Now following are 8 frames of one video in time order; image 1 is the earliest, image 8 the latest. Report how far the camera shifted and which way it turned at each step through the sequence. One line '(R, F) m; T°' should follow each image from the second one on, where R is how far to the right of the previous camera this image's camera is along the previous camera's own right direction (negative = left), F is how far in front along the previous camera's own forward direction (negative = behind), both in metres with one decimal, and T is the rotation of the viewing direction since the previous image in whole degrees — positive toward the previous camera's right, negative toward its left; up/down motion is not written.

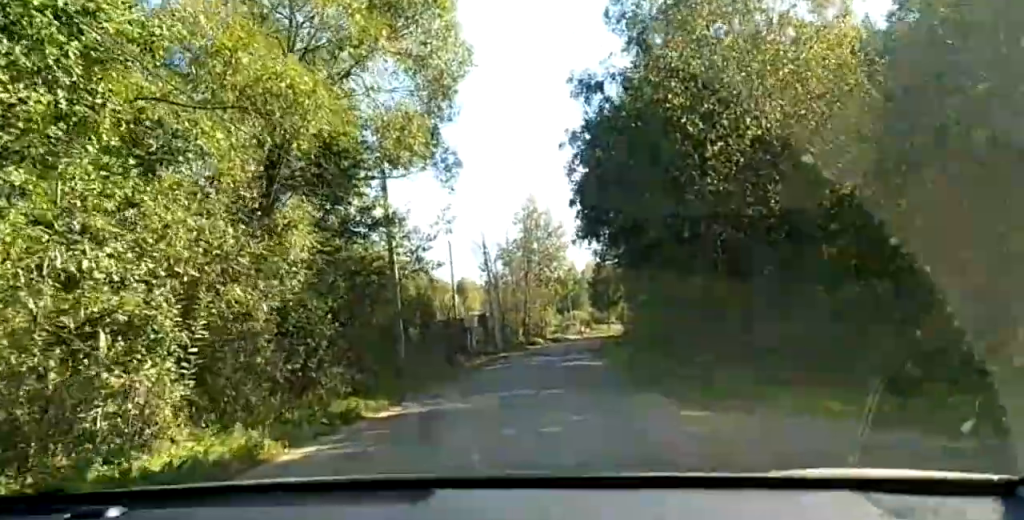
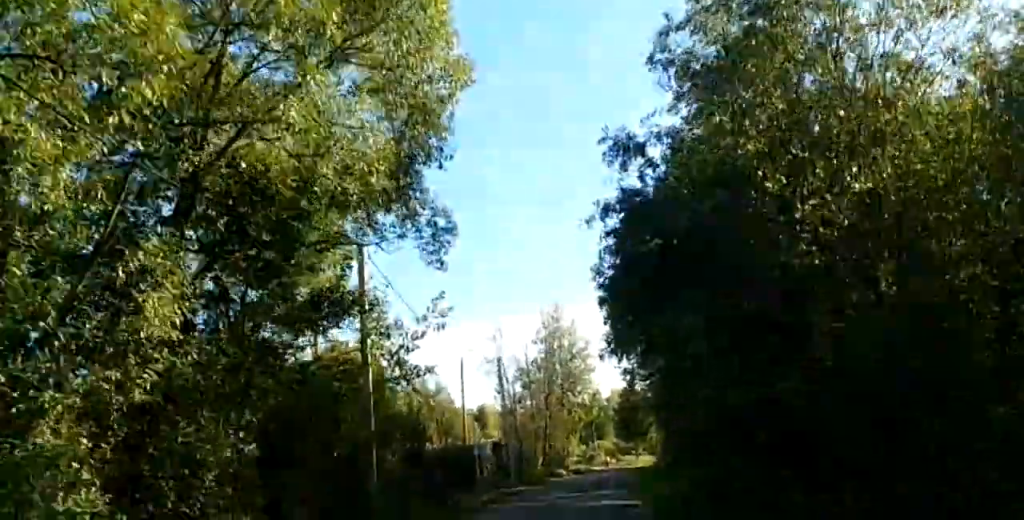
(+0.1, +8.0) m; +1°
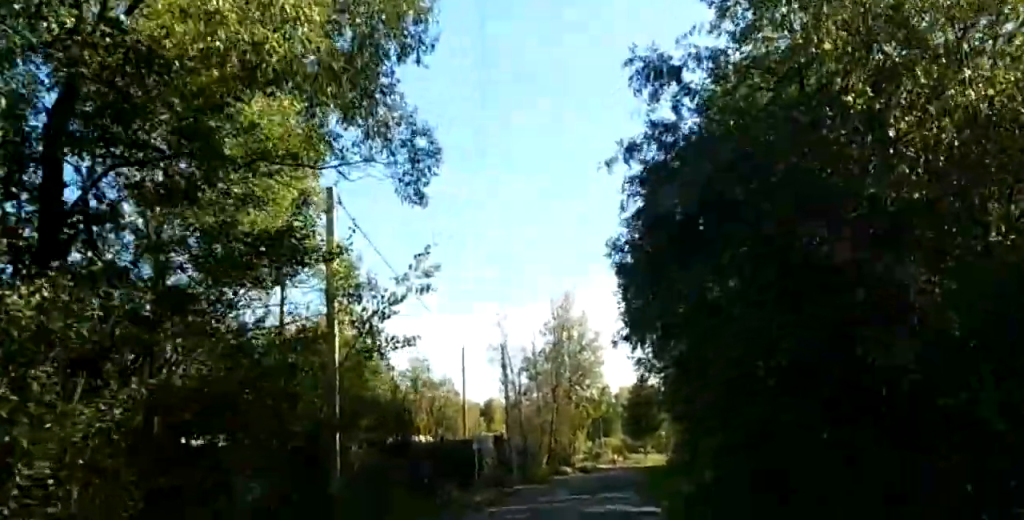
(0.0, +4.8) m; 0°
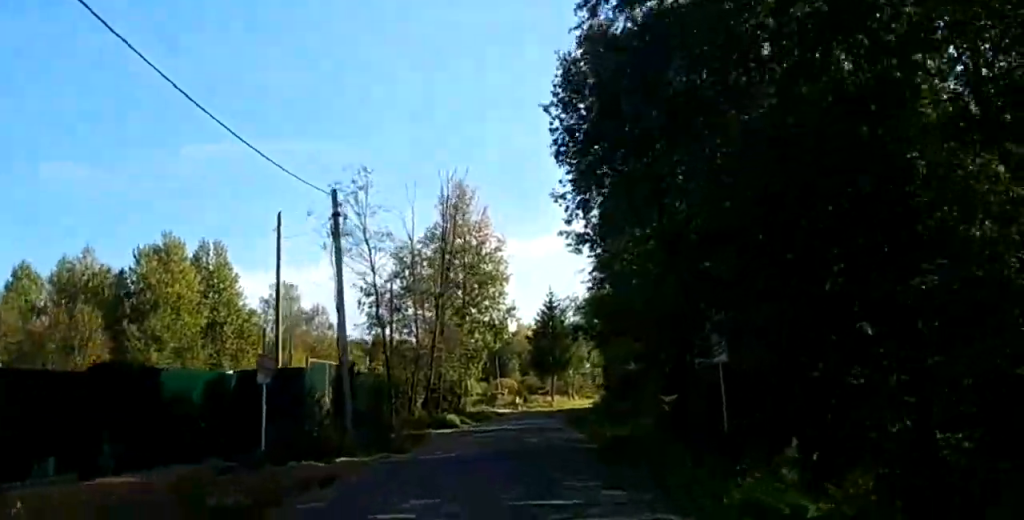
(+0.4, +24.4) m; +2°
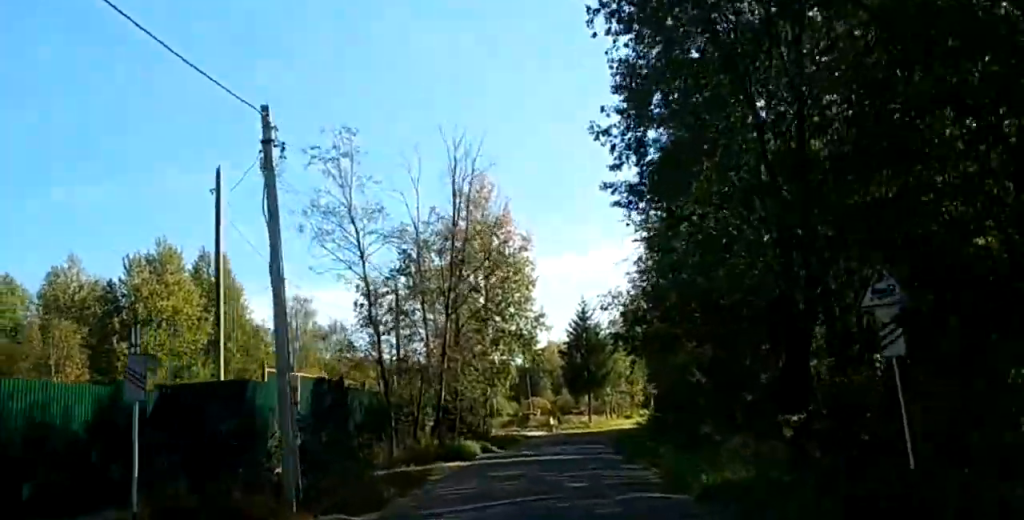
(+0.1, +9.6) m; +1°
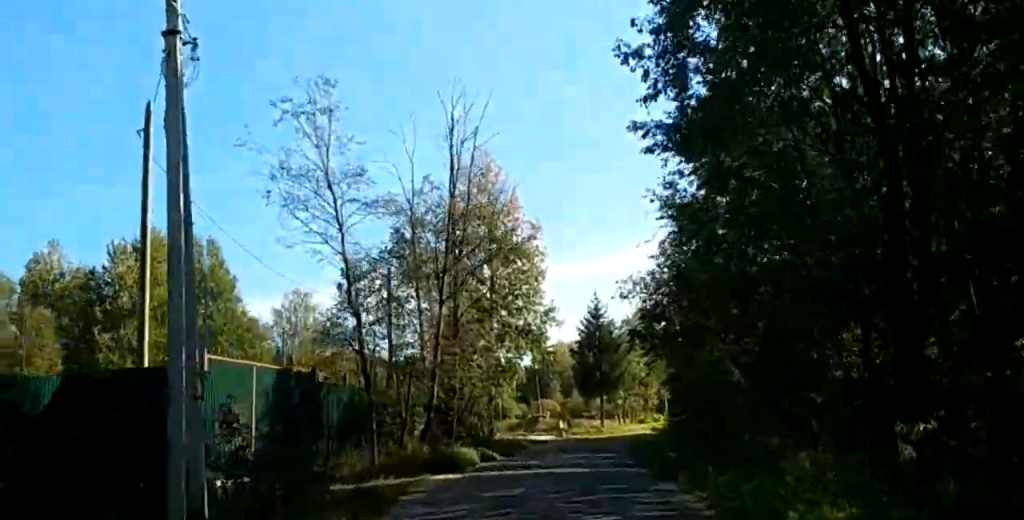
(0.0, +5.1) m; 0°
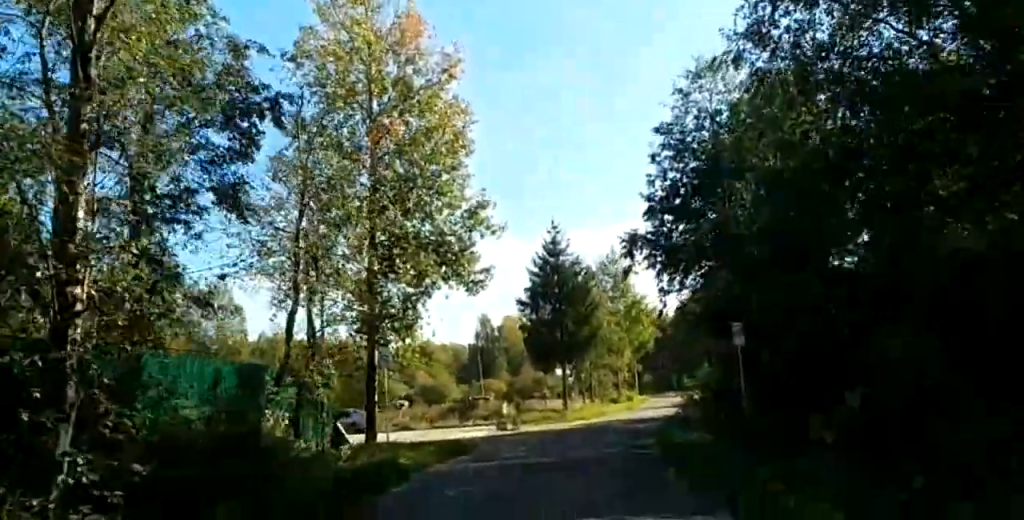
(0.0, +29.7) m; +1°
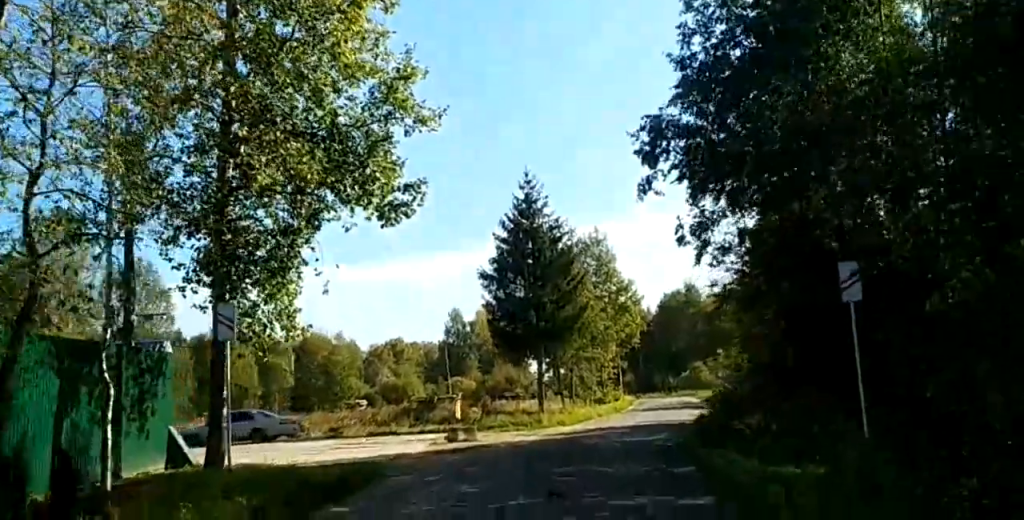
(+0.1, +14.2) m; 0°
